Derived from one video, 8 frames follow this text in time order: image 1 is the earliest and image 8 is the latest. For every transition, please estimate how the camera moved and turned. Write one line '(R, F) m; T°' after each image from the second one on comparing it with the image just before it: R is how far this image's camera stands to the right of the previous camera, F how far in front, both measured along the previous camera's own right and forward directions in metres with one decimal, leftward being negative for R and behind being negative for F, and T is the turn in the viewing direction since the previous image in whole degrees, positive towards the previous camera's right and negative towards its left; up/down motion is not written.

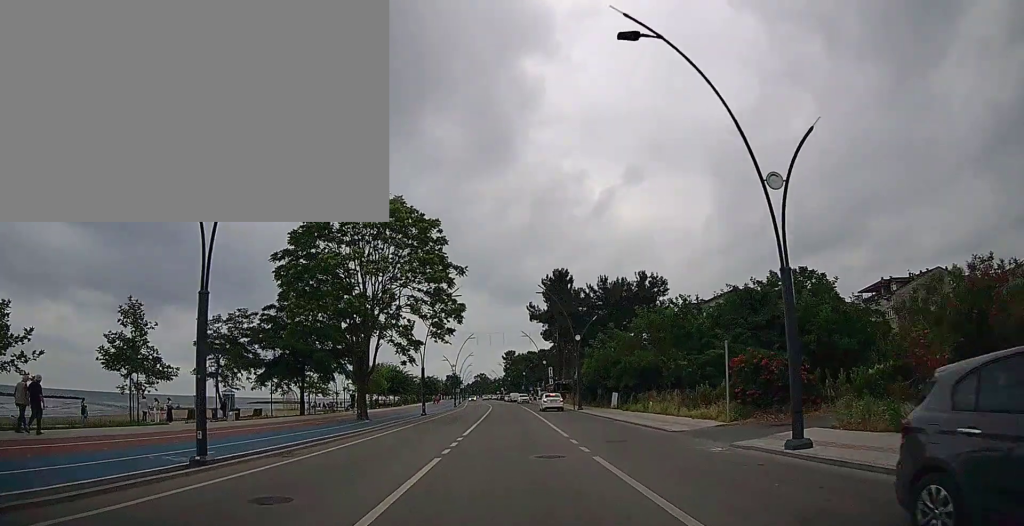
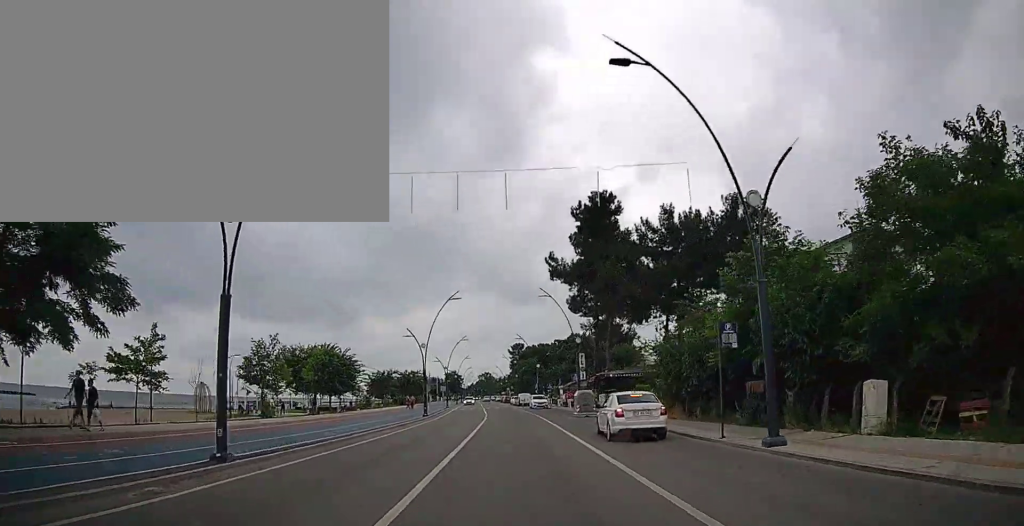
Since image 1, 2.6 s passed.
(+0.1, +31.0) m; -1°
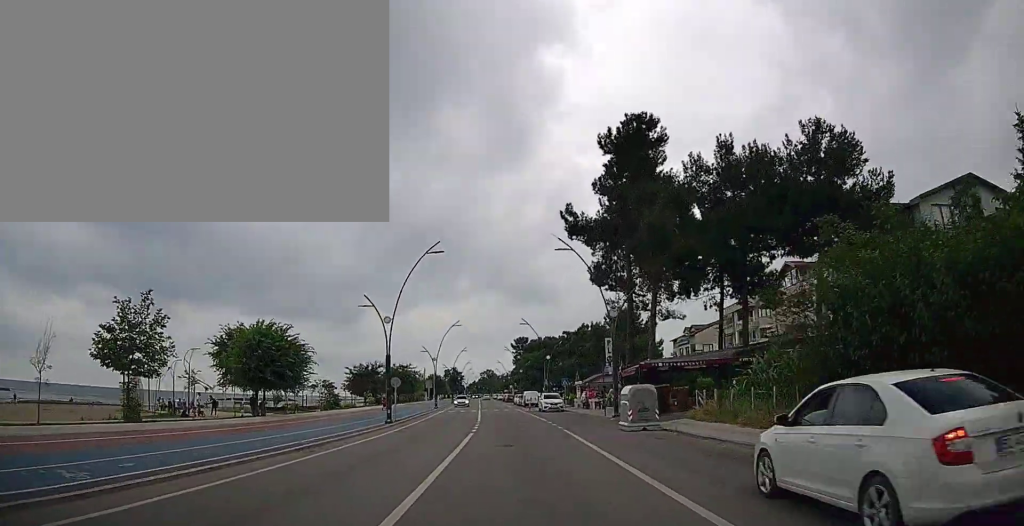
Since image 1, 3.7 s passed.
(-0.2, +13.7) m; 0°
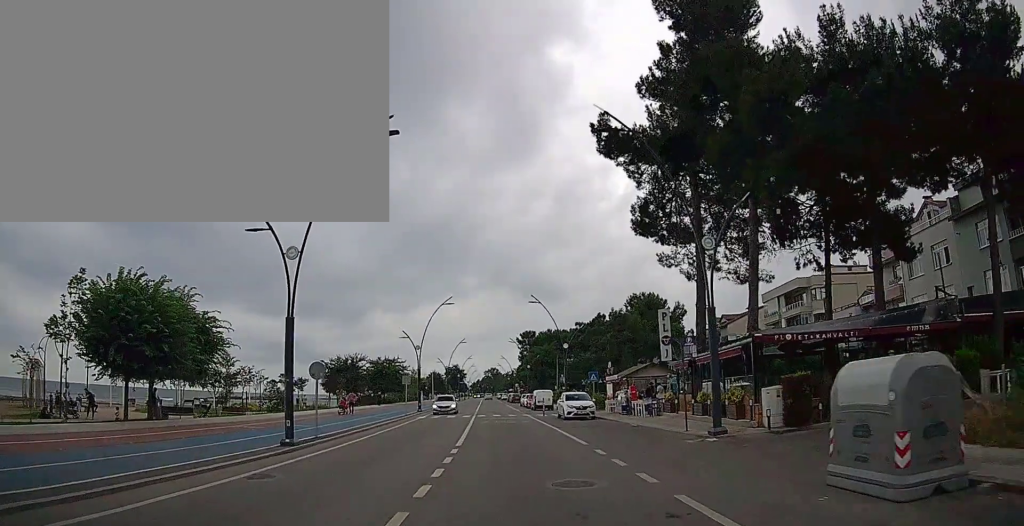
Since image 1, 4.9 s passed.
(+0.1, +14.5) m; 0°
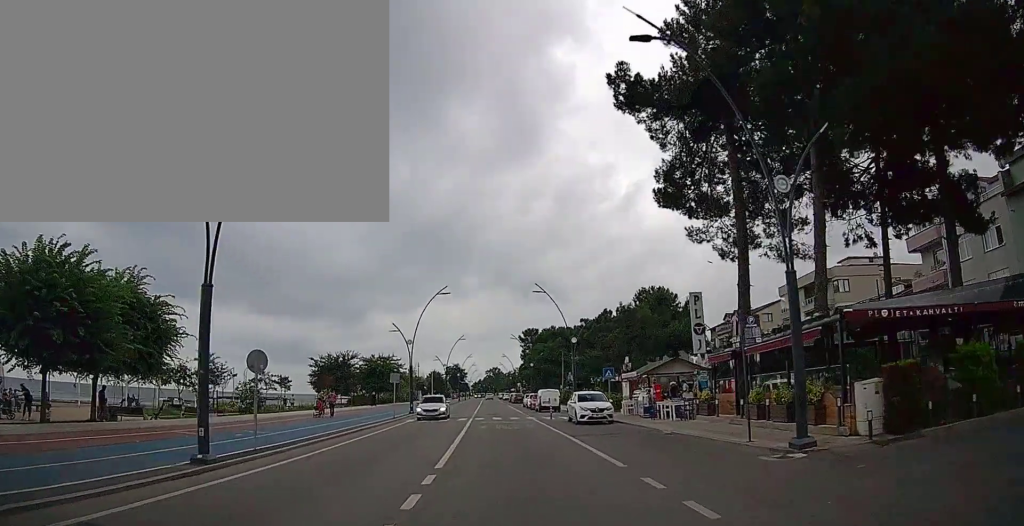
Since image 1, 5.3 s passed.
(-0.1, +4.9) m; 0°
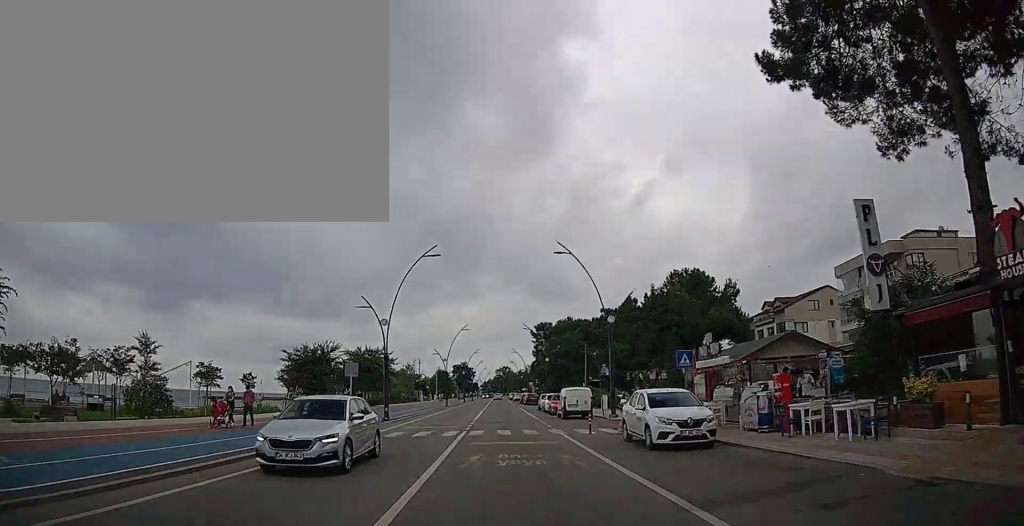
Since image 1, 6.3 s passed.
(-0.1, +12.6) m; -1°
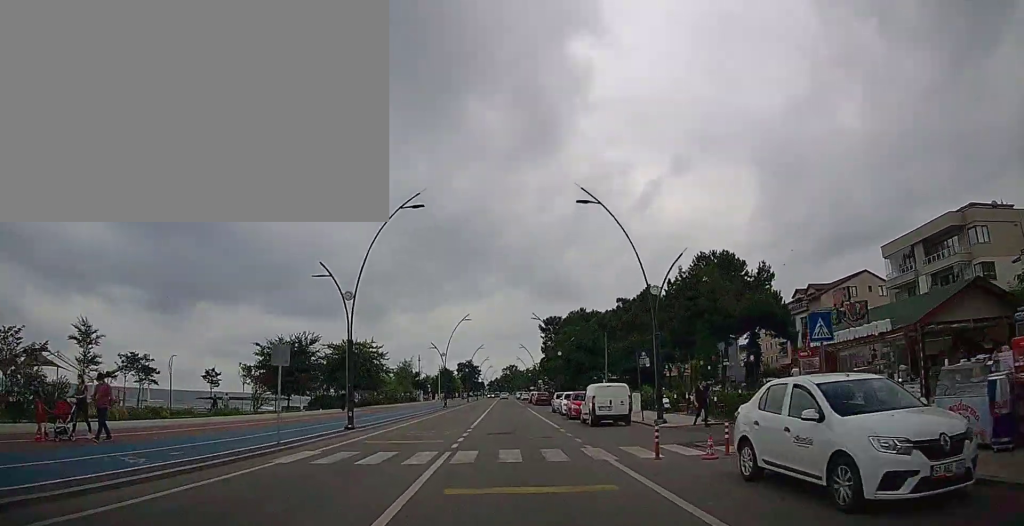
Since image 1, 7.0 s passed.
(-0.1, +8.4) m; -1°
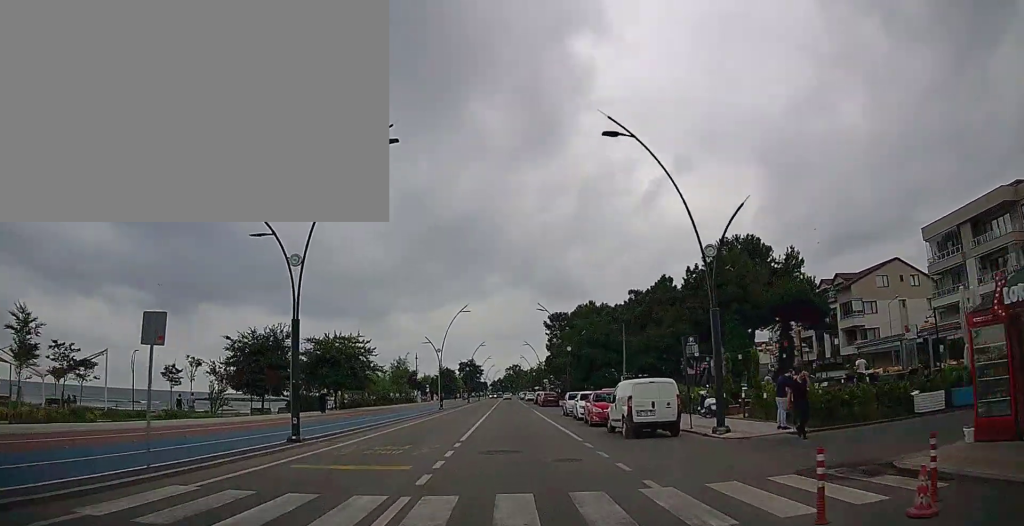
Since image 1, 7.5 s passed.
(-0.1, +6.3) m; -1°
